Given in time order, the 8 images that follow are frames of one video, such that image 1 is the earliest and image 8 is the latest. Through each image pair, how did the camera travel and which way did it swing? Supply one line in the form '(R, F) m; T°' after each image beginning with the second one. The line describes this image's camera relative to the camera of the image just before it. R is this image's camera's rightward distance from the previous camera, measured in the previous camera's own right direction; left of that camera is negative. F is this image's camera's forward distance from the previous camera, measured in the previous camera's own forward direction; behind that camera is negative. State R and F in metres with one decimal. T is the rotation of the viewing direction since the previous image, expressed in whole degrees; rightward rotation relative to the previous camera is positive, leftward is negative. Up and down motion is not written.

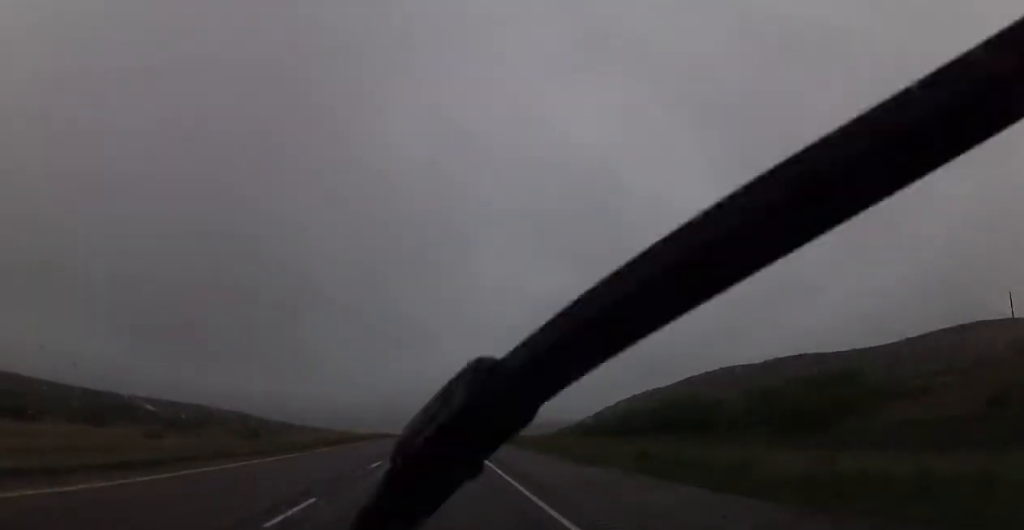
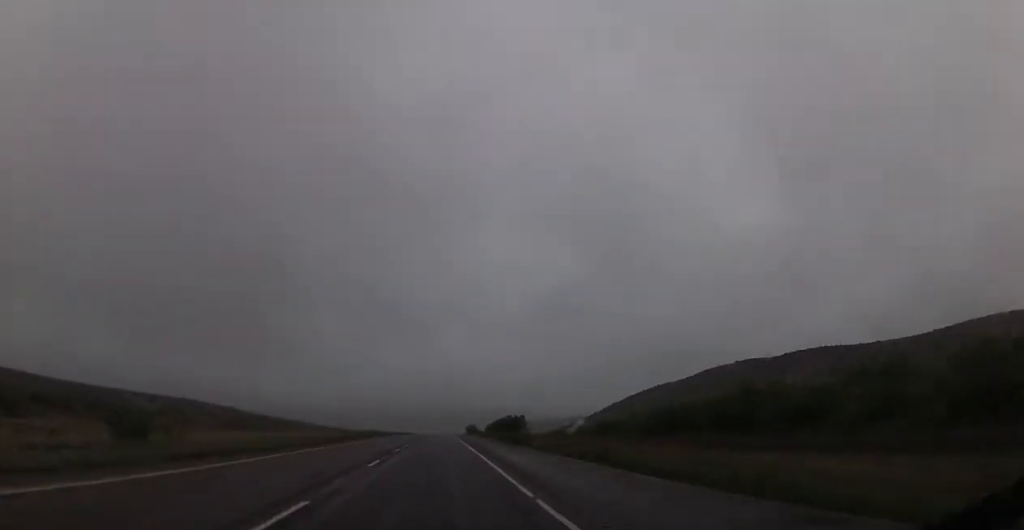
(+0.1, +25.3) m; 0°
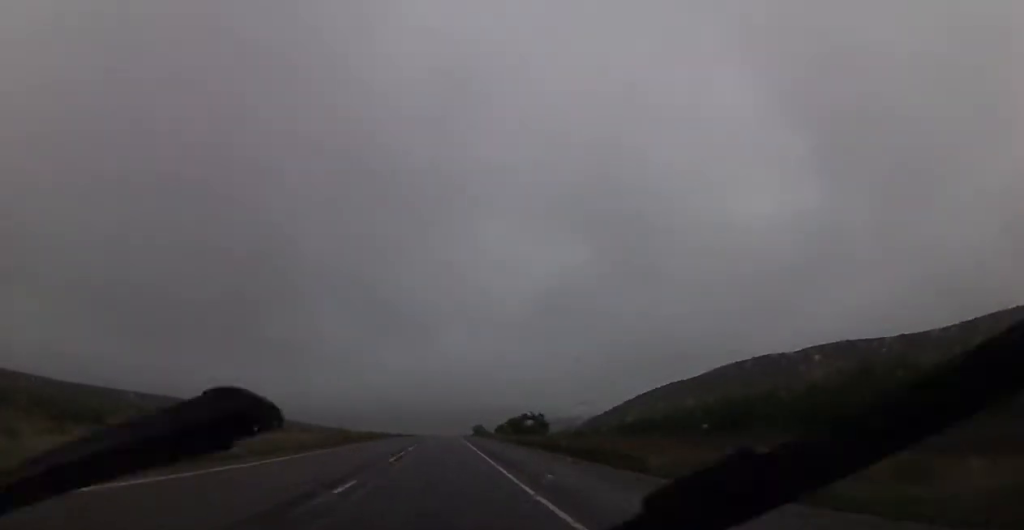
(0.0, +19.5) m; 0°
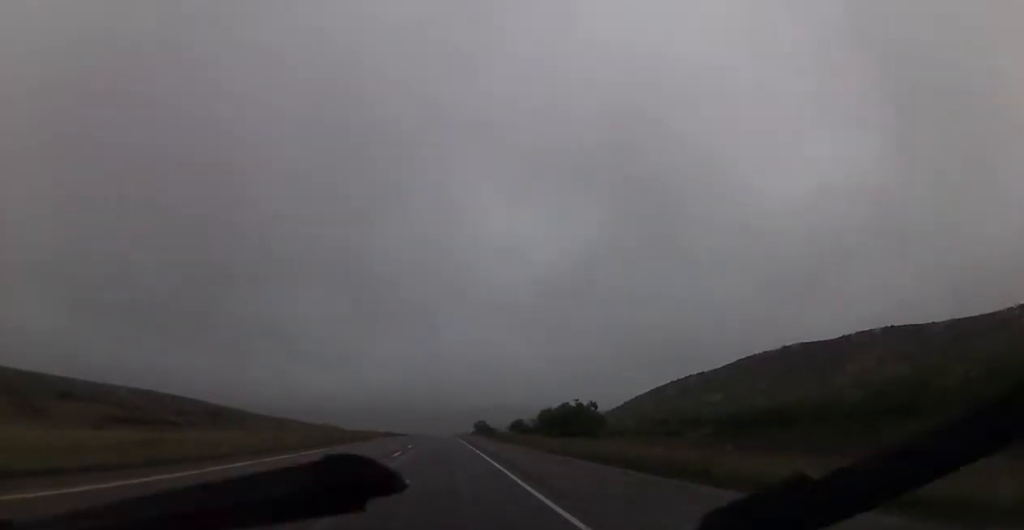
(-0.5, +46.3) m; -1°
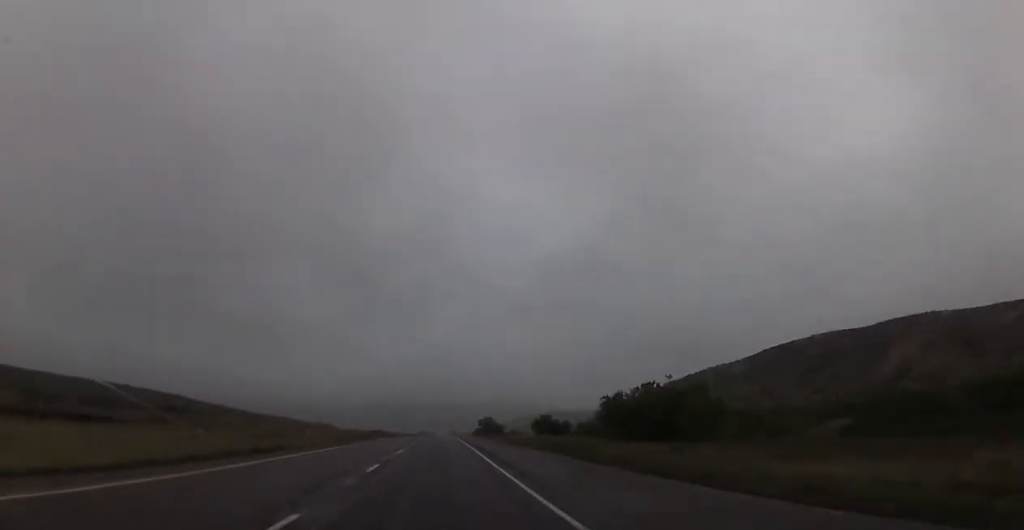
(+0.1, +33.6) m; +1°
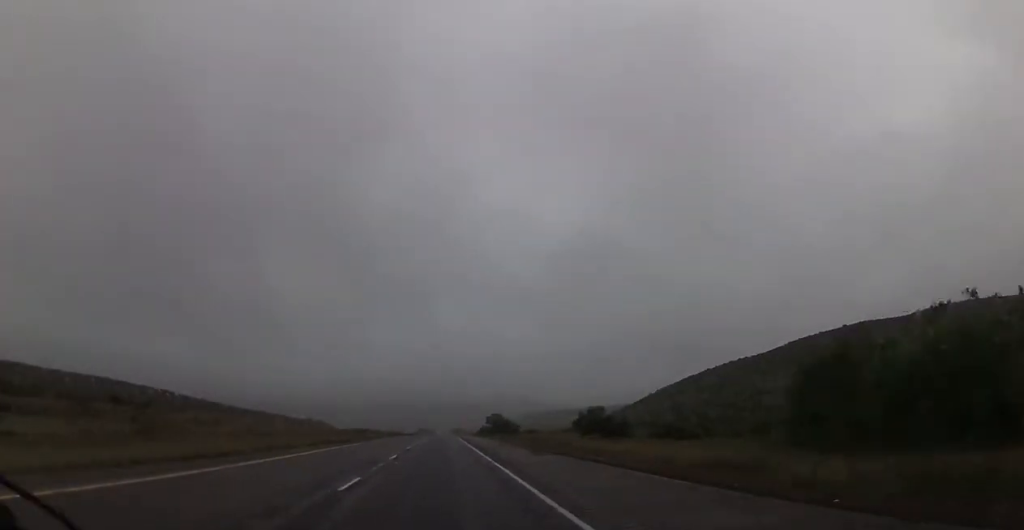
(+0.2, +30.1) m; 0°
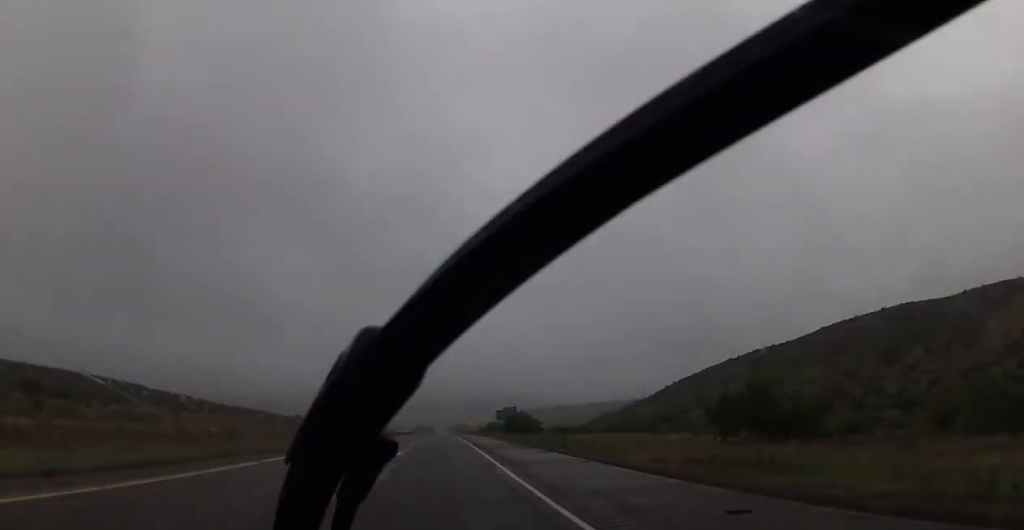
(+0.1, +33.6) m; 0°
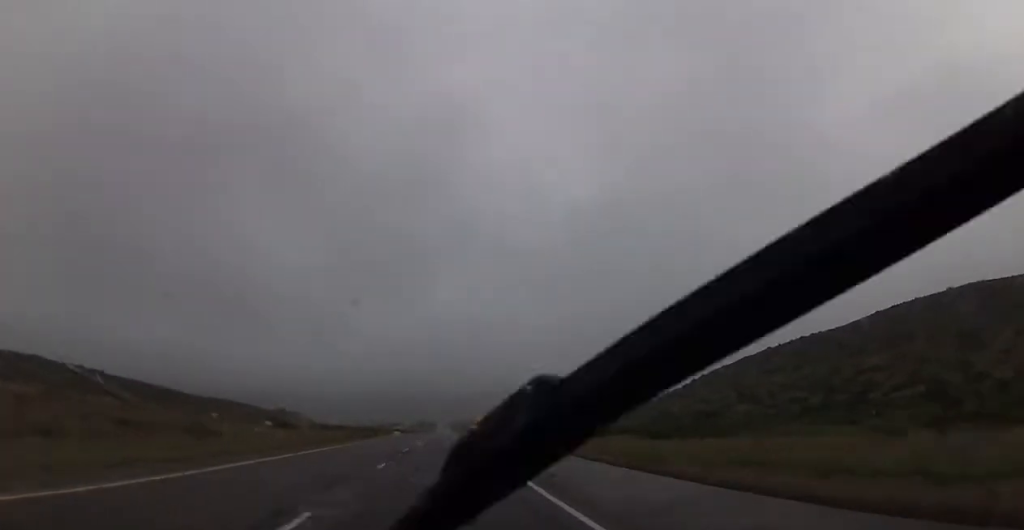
(-0.2, +46.2) m; 0°
